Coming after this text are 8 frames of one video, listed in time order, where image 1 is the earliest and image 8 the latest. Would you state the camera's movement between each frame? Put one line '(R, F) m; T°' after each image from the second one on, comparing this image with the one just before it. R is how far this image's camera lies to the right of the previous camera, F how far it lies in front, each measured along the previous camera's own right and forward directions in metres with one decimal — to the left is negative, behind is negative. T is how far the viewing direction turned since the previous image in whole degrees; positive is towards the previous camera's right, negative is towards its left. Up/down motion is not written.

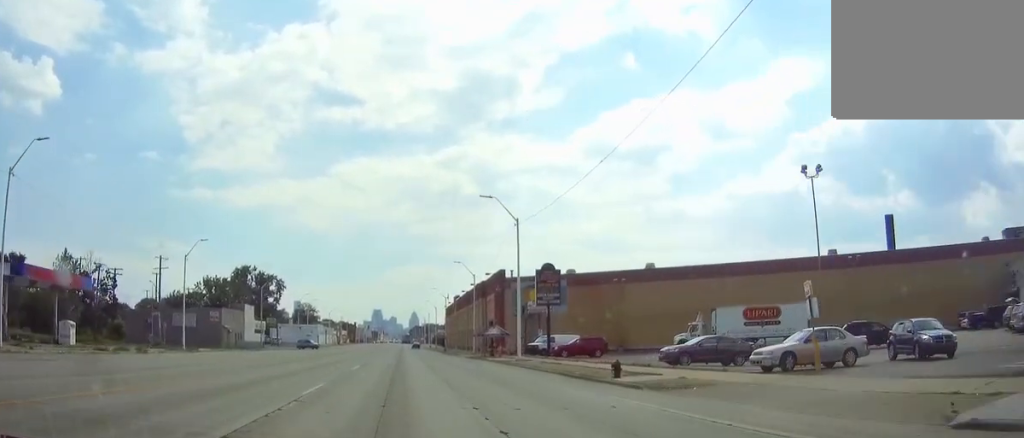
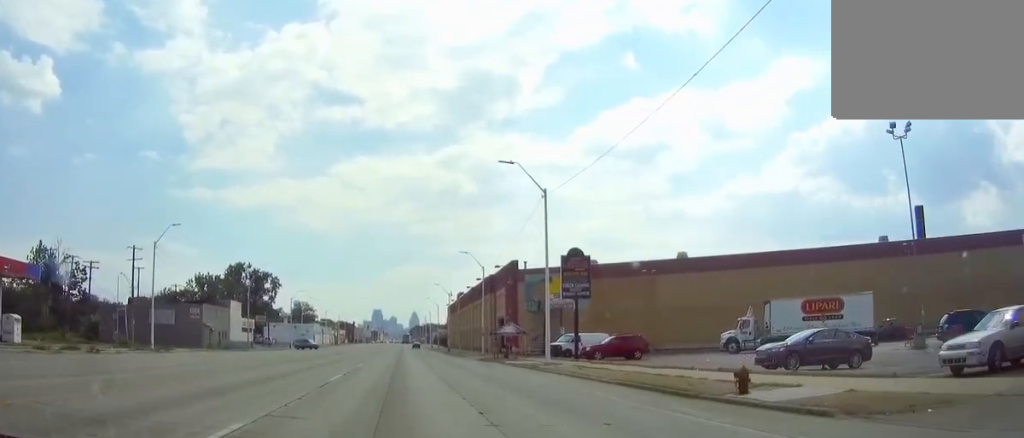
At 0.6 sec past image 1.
(-0.2, +9.7) m; -1°
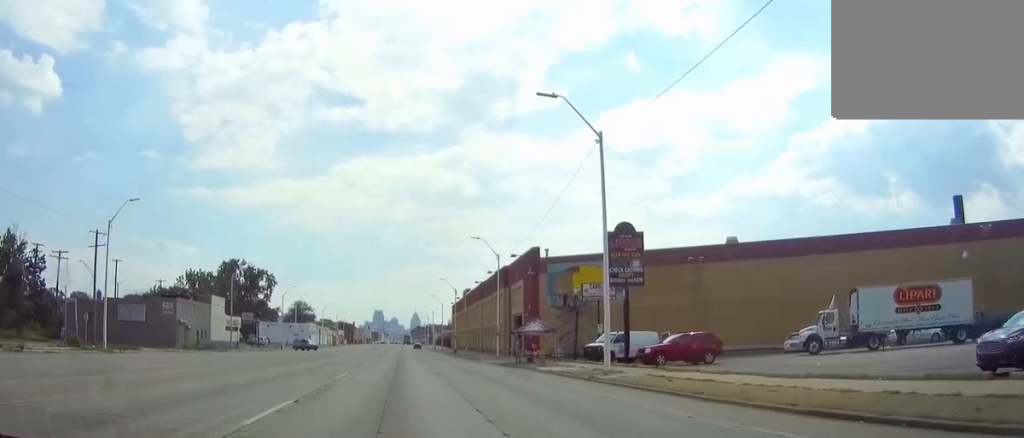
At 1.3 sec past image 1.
(-0.2, +12.0) m; -1°
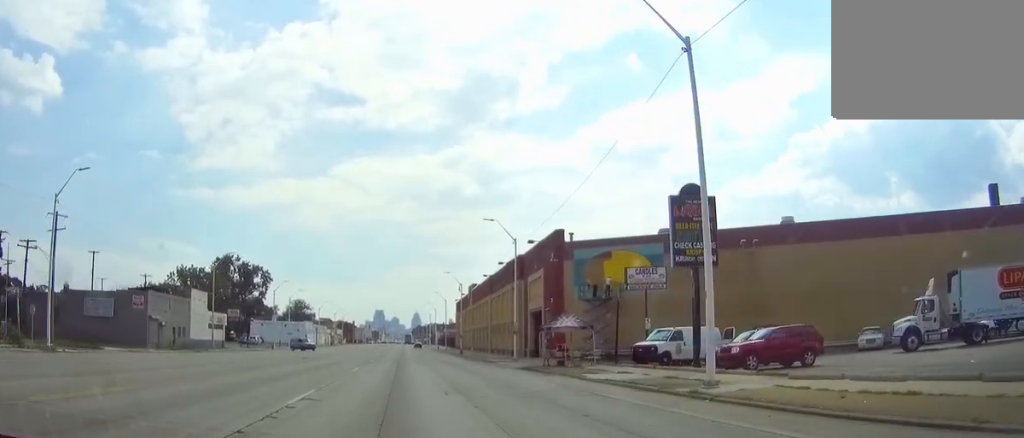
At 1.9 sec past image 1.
(0.0, +9.7) m; 0°
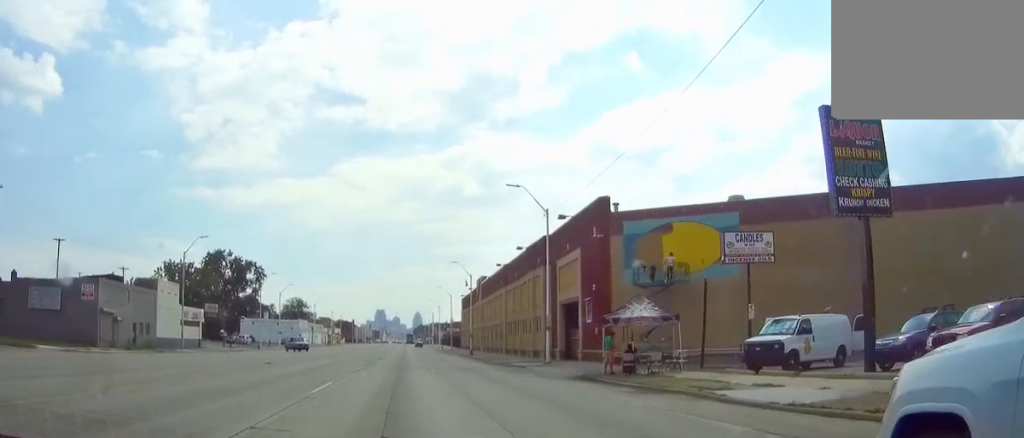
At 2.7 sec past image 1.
(0.0, +13.2) m; 0°
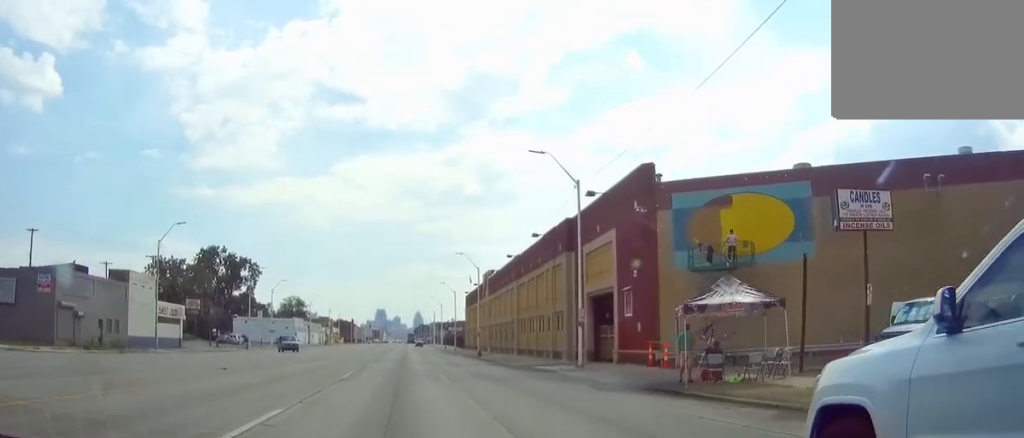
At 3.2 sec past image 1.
(0.0, +8.5) m; 0°
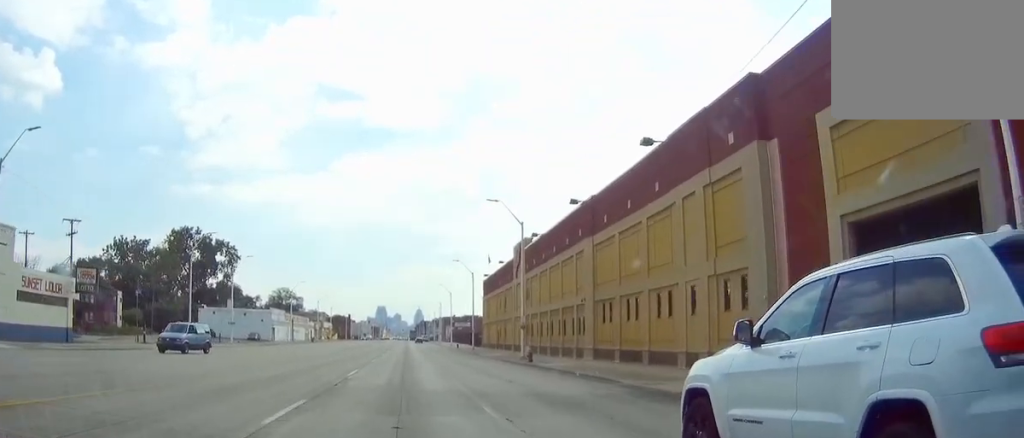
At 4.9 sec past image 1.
(0.0, +30.2) m; 0°
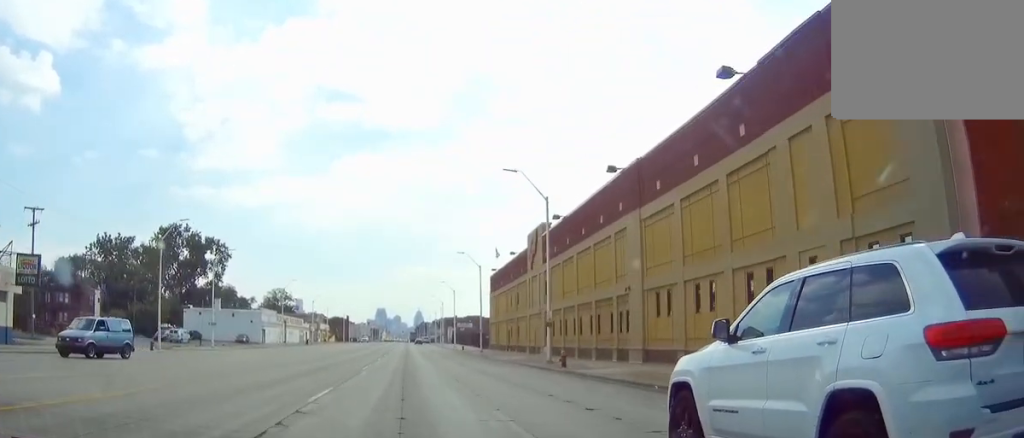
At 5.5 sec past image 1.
(0.0, +10.1) m; 0°
